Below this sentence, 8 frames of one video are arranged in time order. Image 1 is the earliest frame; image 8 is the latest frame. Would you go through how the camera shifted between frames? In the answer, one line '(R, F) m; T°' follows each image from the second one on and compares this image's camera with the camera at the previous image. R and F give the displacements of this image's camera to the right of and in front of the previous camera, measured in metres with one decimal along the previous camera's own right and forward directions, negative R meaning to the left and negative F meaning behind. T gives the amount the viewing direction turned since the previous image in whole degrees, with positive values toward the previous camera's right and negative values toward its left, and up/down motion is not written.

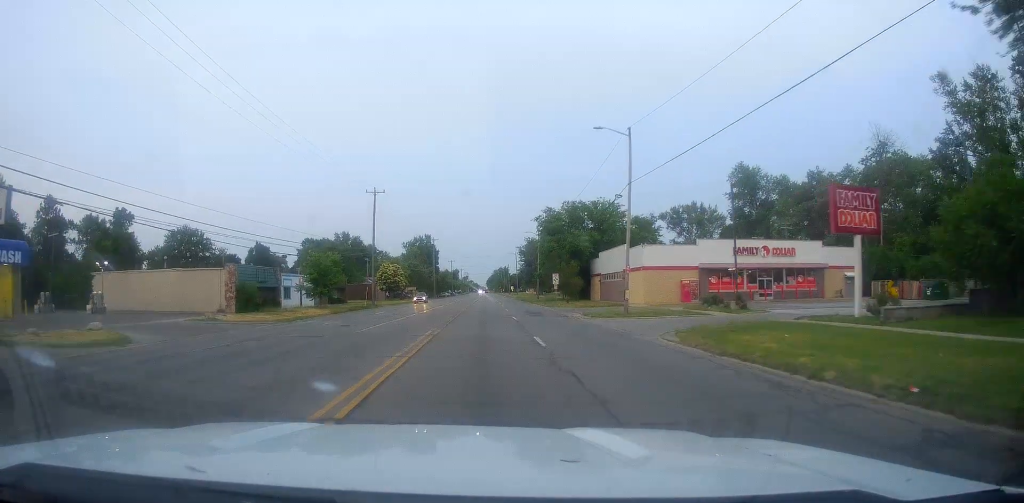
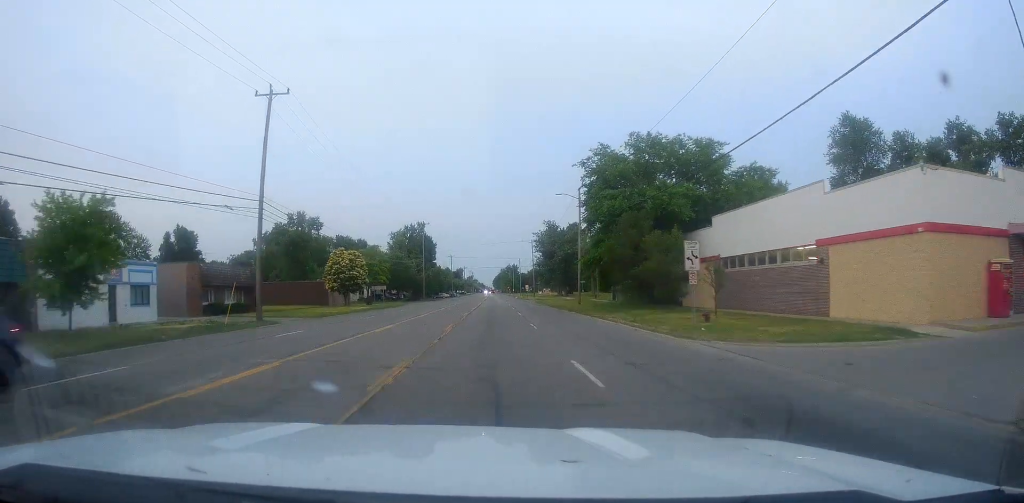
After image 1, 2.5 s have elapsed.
(+0.4, +35.3) m; -1°
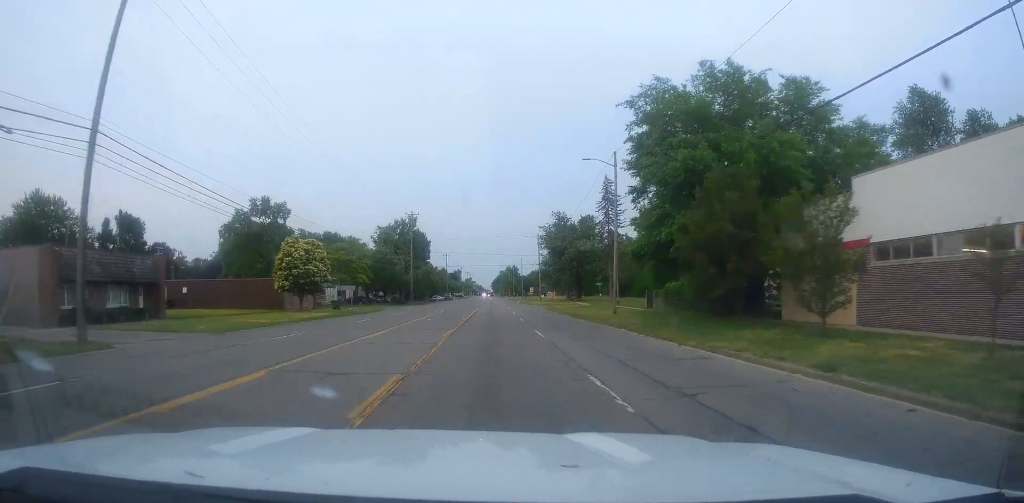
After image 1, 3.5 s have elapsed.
(-0.2, +16.3) m; 0°
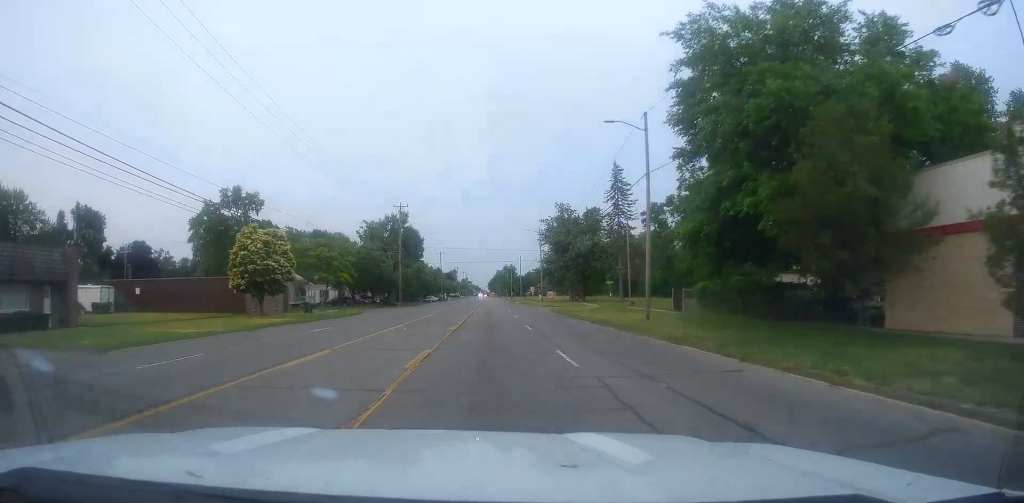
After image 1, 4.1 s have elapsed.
(+0.3, +9.2) m; -1°
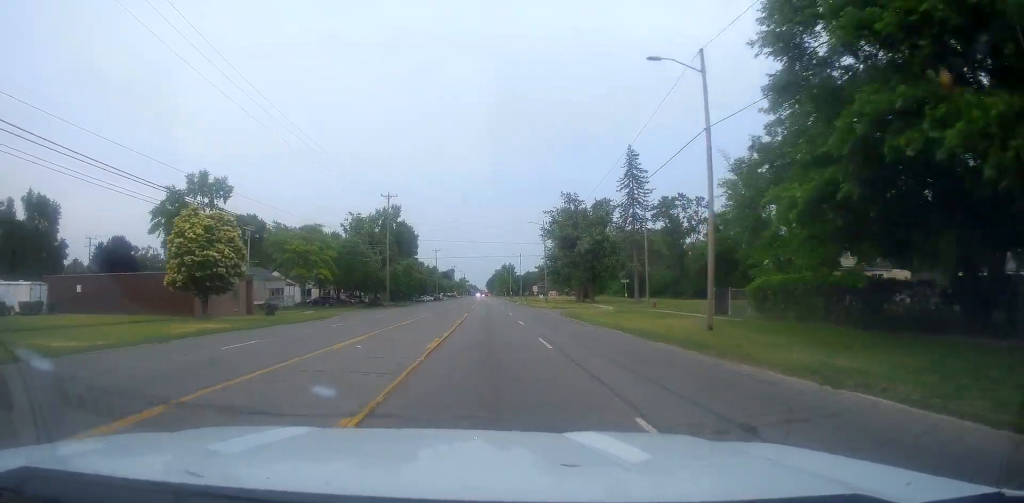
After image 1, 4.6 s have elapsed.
(-0.2, +9.4) m; 0°
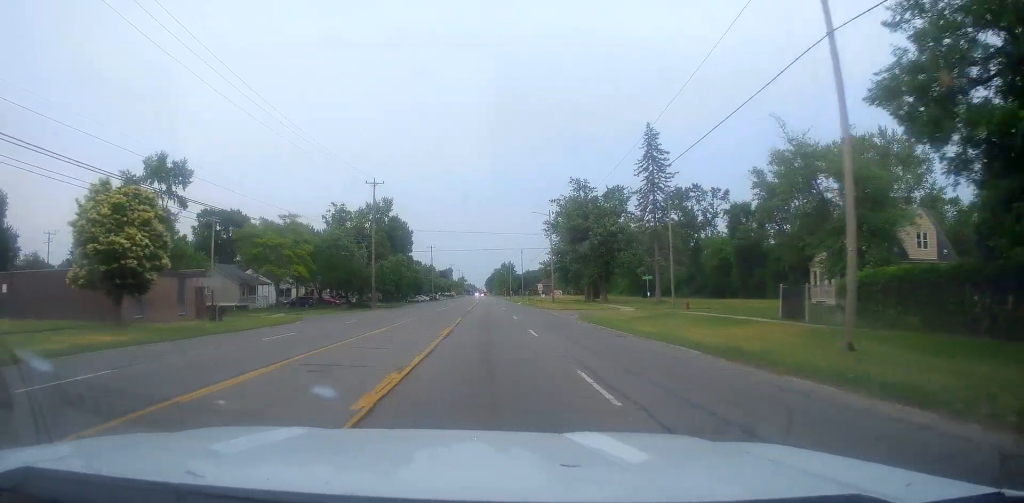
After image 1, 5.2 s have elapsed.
(-0.4, +9.5) m; 0°
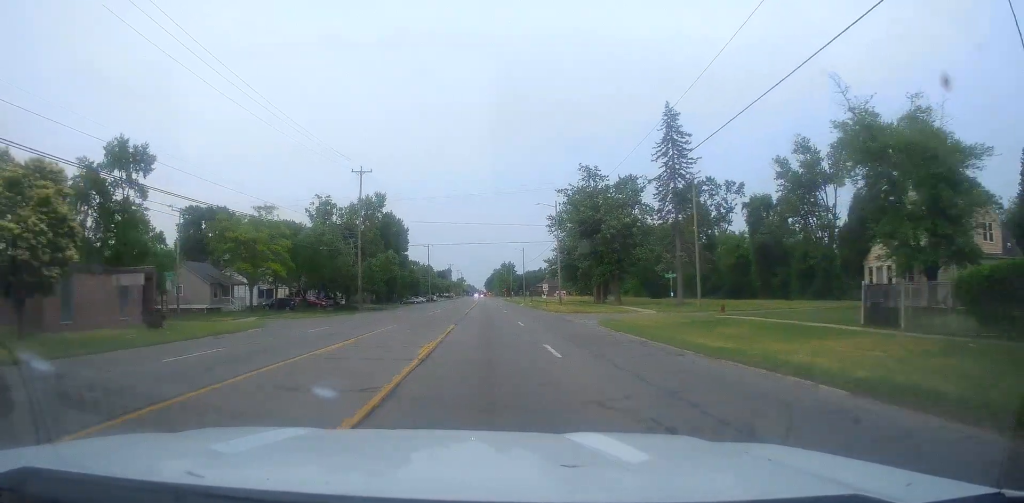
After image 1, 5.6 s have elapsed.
(+0.3, +7.4) m; +1°
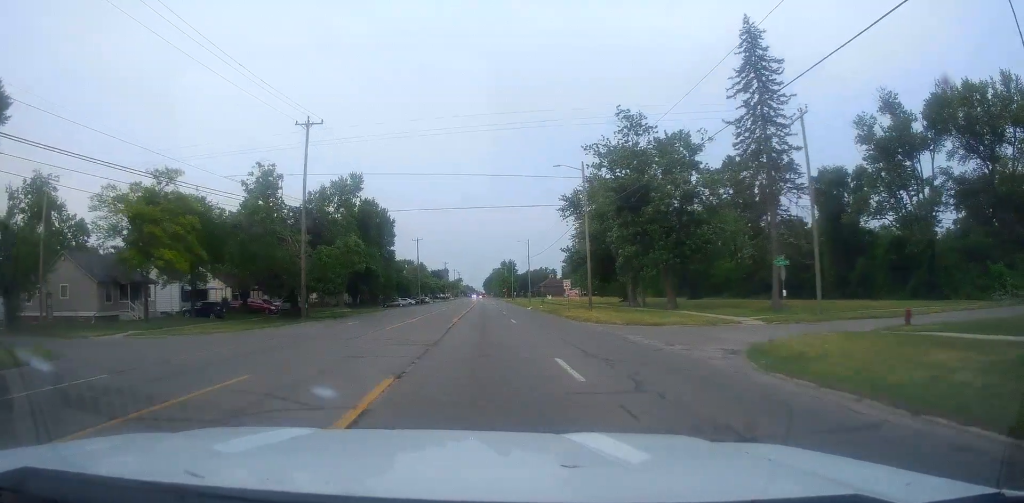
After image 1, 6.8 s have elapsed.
(+0.5, +19.7) m; +1°
